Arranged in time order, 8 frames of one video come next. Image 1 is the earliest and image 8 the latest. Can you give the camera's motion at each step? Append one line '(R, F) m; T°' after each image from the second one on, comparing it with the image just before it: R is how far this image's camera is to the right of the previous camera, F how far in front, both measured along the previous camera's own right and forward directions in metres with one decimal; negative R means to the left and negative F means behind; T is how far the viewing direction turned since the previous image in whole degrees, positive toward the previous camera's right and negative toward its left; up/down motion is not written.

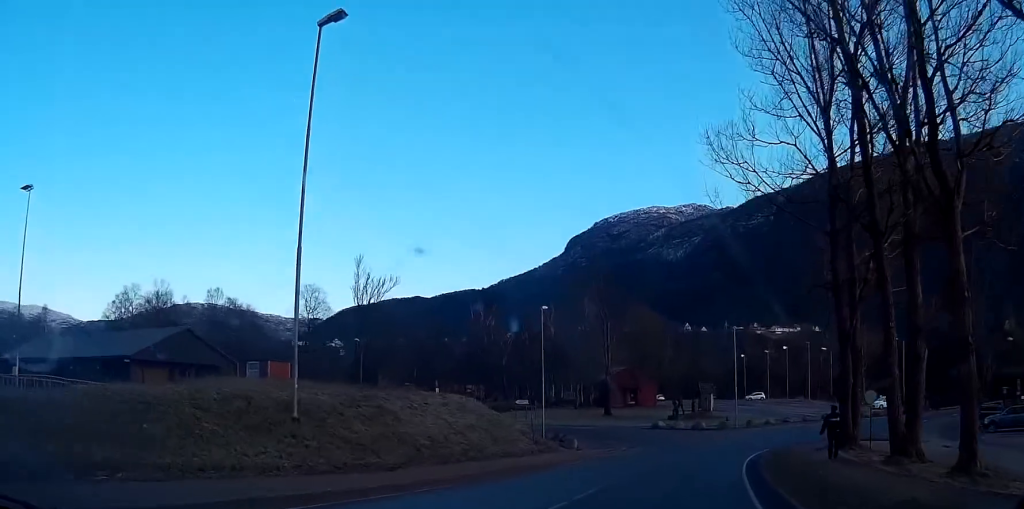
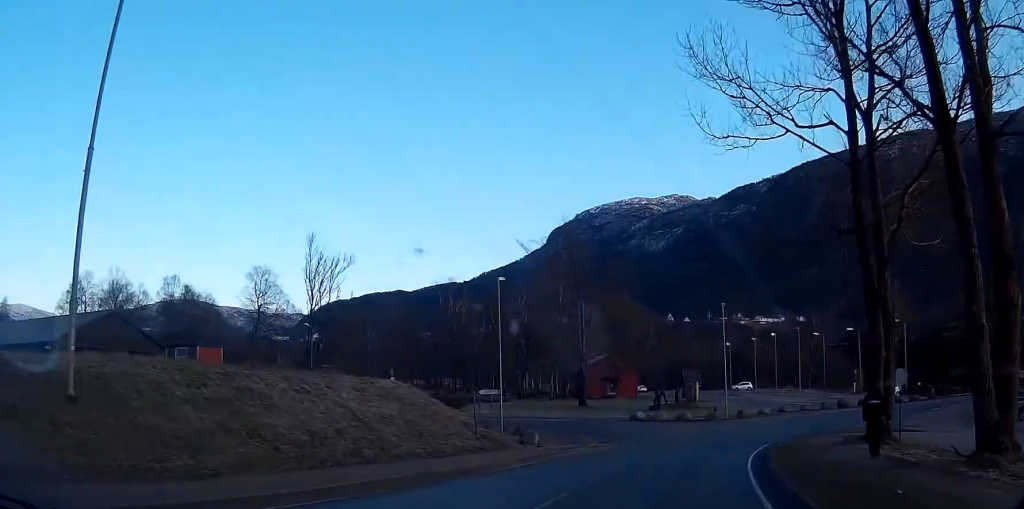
(0.0, +7.3) m; +2°
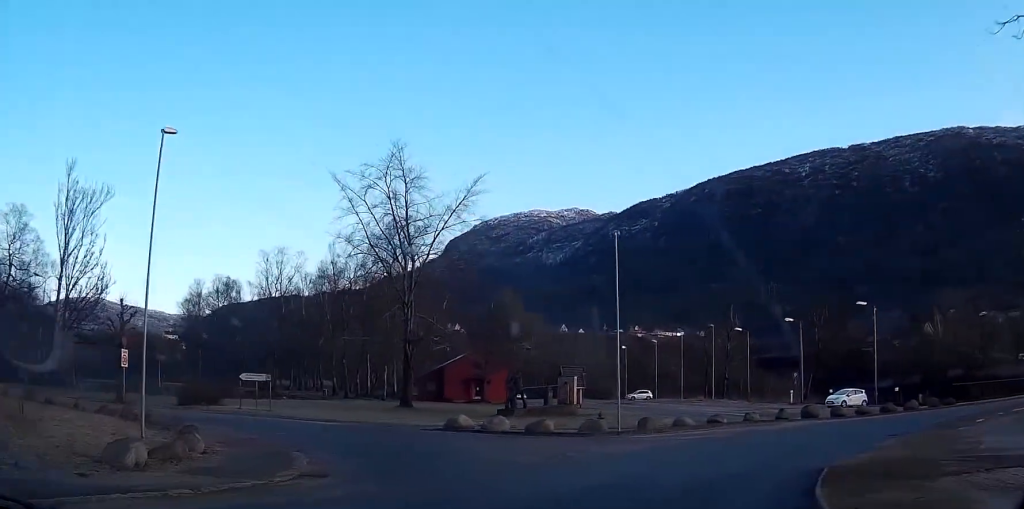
(+1.9, +23.4) m; +9°
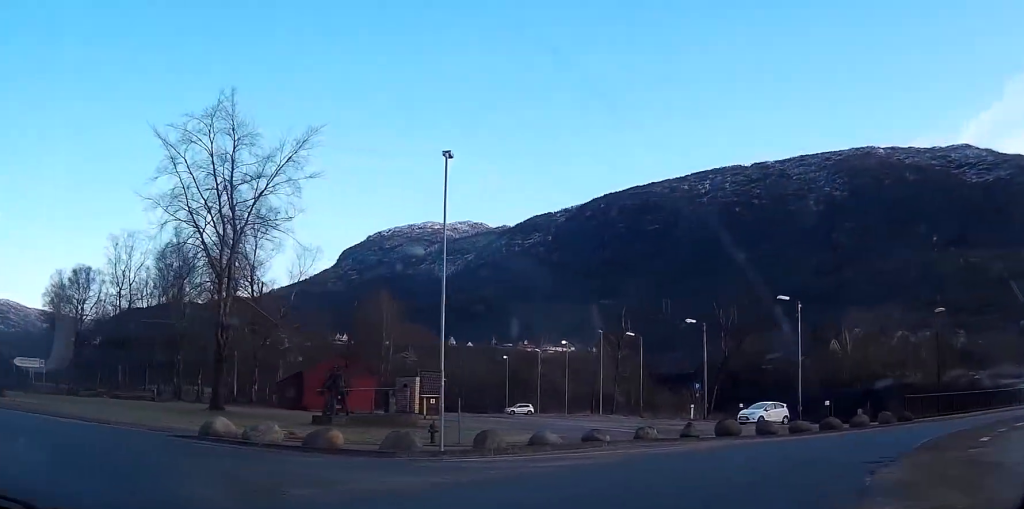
(+0.6, +10.6) m; +8°
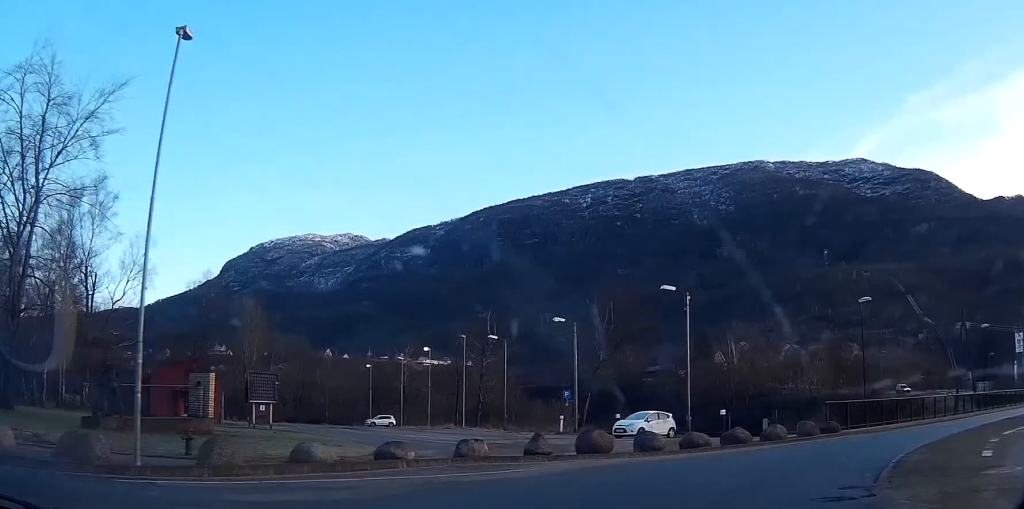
(+0.5, +8.0) m; +10°
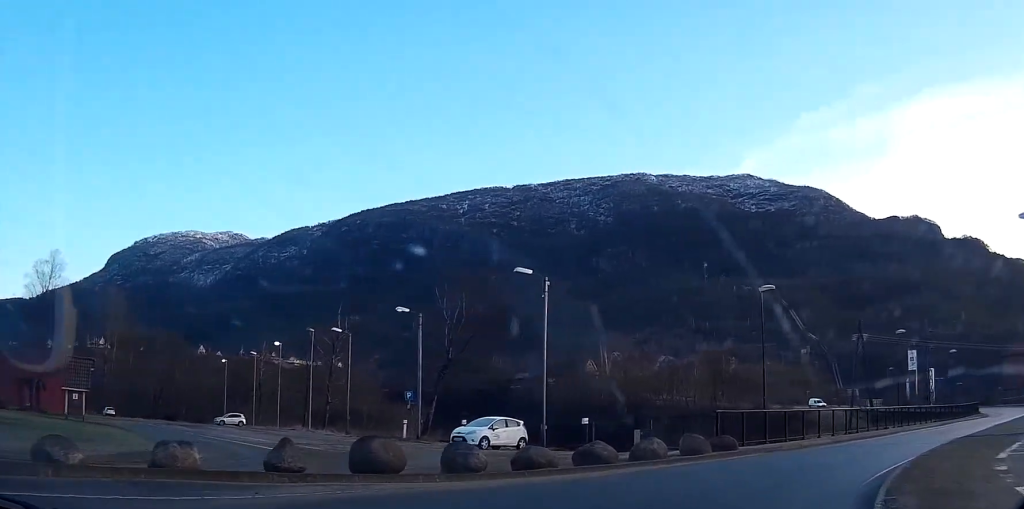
(+0.2, +7.1) m; +10°
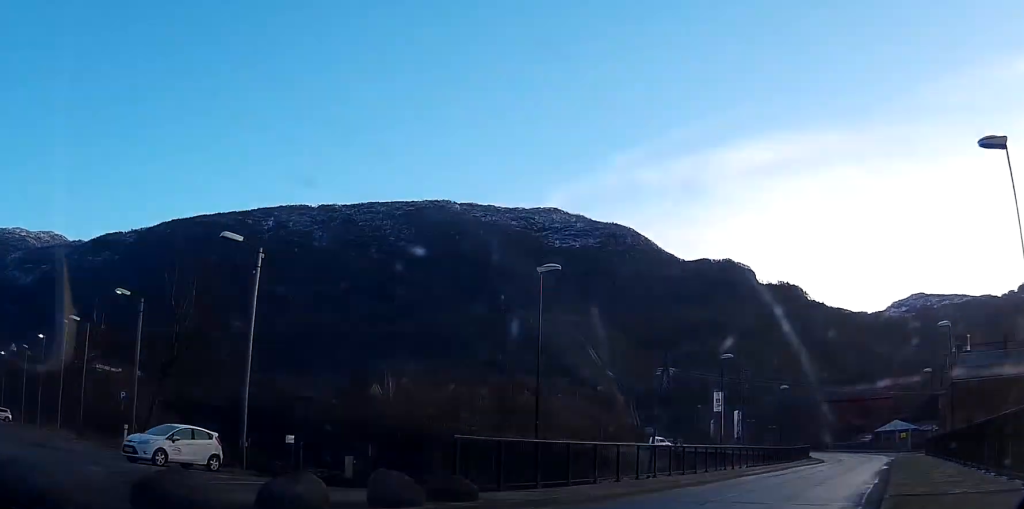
(+1.5, +9.5) m; +16°
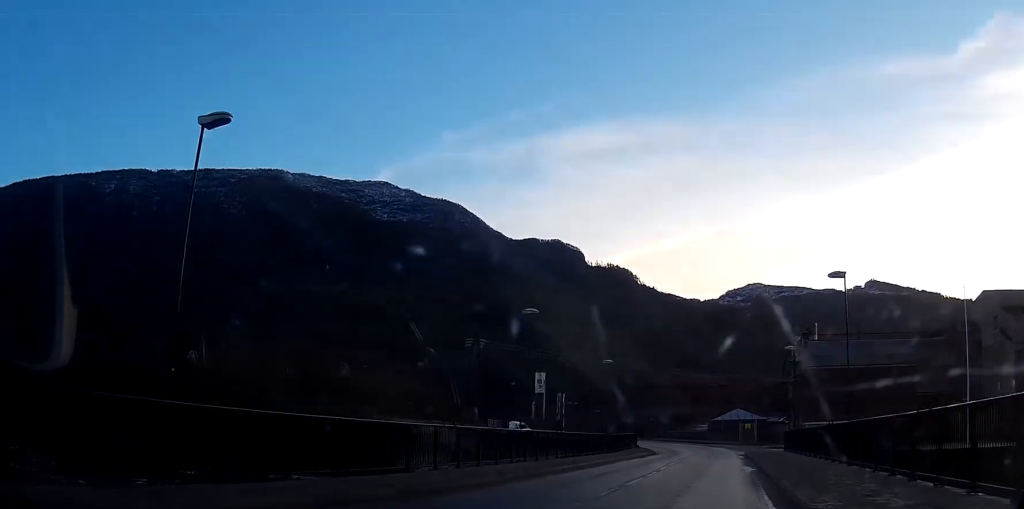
(+1.3, +9.4) m; +10°
